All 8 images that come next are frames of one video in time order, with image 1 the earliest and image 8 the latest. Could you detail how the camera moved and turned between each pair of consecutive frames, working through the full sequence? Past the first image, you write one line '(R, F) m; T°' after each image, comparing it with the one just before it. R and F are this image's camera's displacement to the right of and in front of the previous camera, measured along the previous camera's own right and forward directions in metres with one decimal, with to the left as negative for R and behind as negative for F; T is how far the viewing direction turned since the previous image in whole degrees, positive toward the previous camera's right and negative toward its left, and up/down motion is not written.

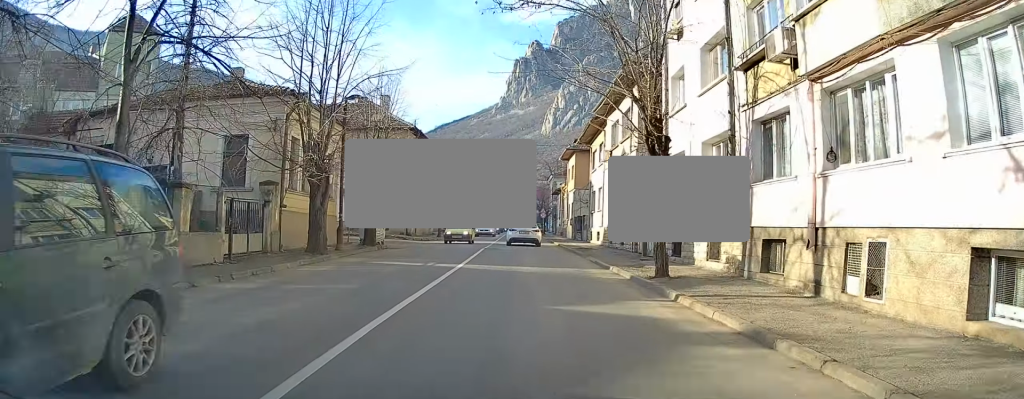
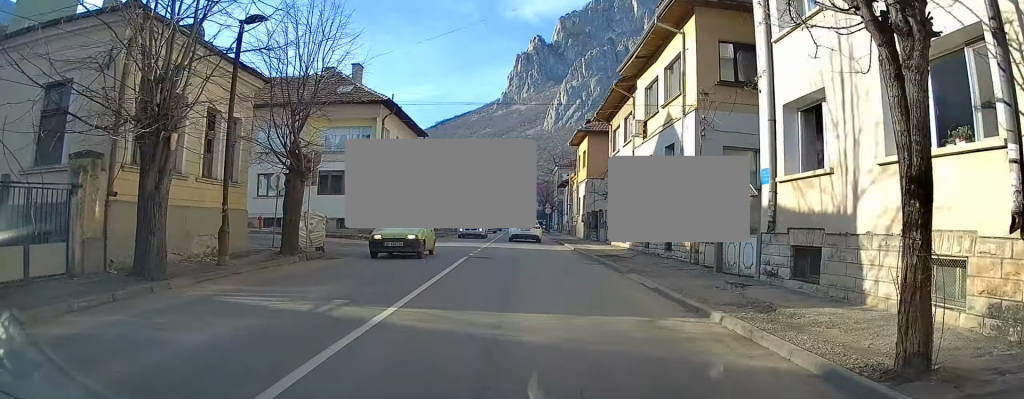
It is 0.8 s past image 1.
(0.0, +9.1) m; 0°
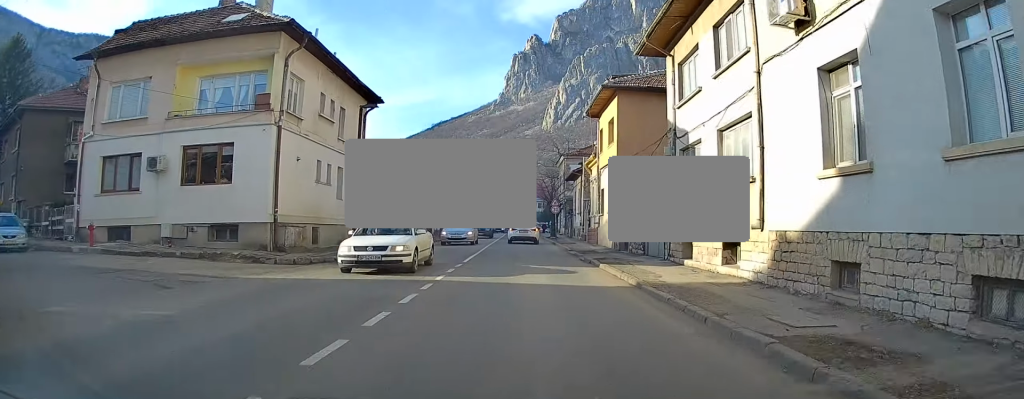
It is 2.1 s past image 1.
(-0.2, +15.1) m; -2°
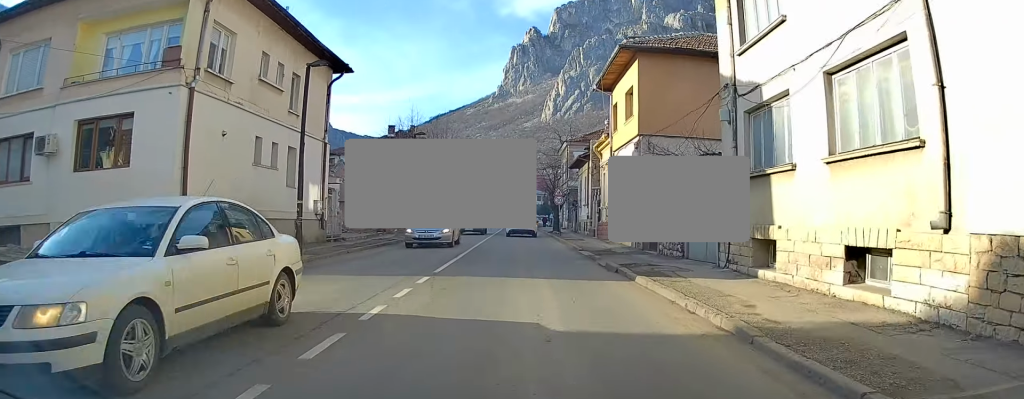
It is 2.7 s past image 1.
(0.0, +5.8) m; 0°
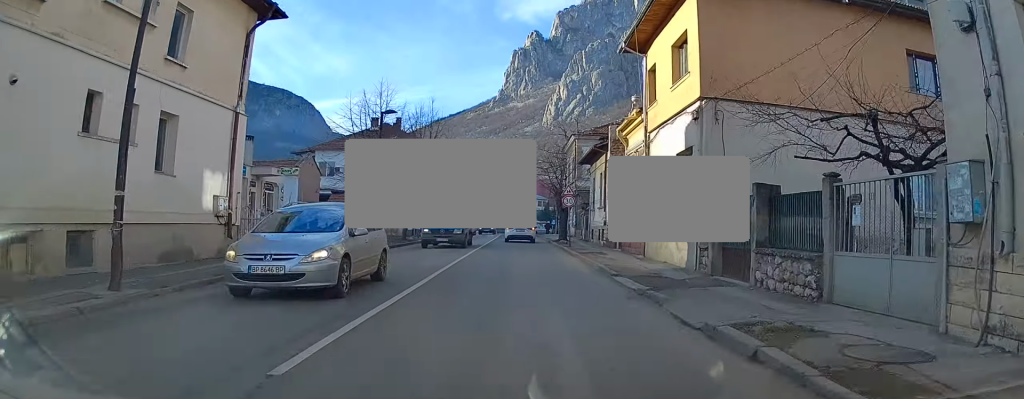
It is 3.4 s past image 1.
(0.0, +8.6) m; 0°
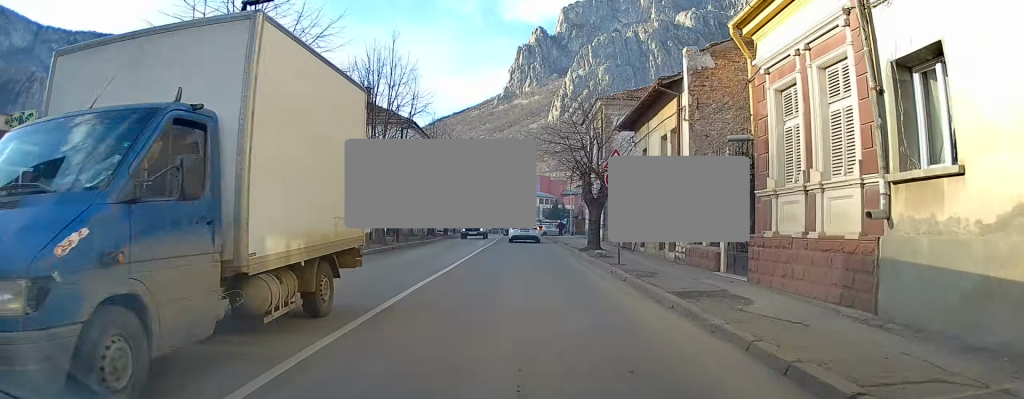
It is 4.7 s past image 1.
(0.0, +14.0) m; 0°
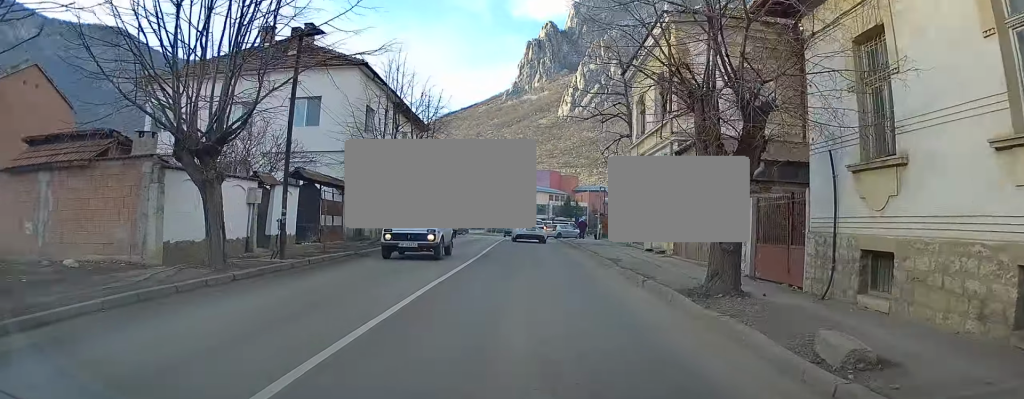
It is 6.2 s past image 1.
(0.0, +15.5) m; +1°
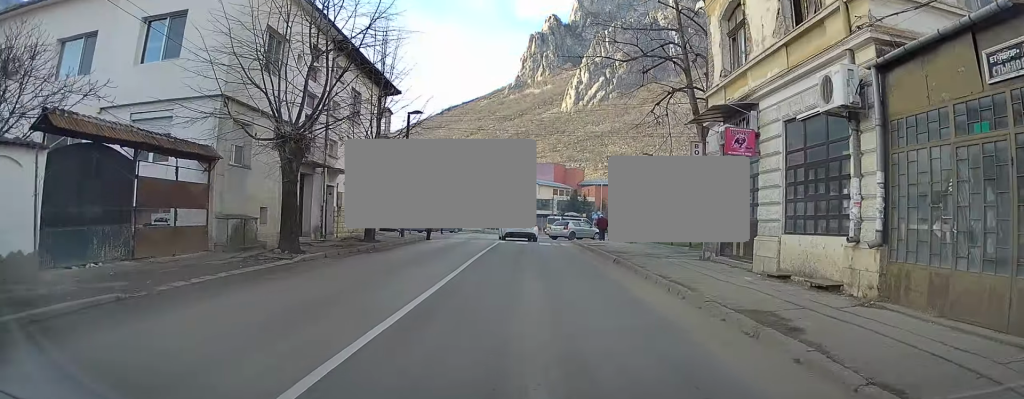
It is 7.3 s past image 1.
(+0.2, +11.7) m; +1°
